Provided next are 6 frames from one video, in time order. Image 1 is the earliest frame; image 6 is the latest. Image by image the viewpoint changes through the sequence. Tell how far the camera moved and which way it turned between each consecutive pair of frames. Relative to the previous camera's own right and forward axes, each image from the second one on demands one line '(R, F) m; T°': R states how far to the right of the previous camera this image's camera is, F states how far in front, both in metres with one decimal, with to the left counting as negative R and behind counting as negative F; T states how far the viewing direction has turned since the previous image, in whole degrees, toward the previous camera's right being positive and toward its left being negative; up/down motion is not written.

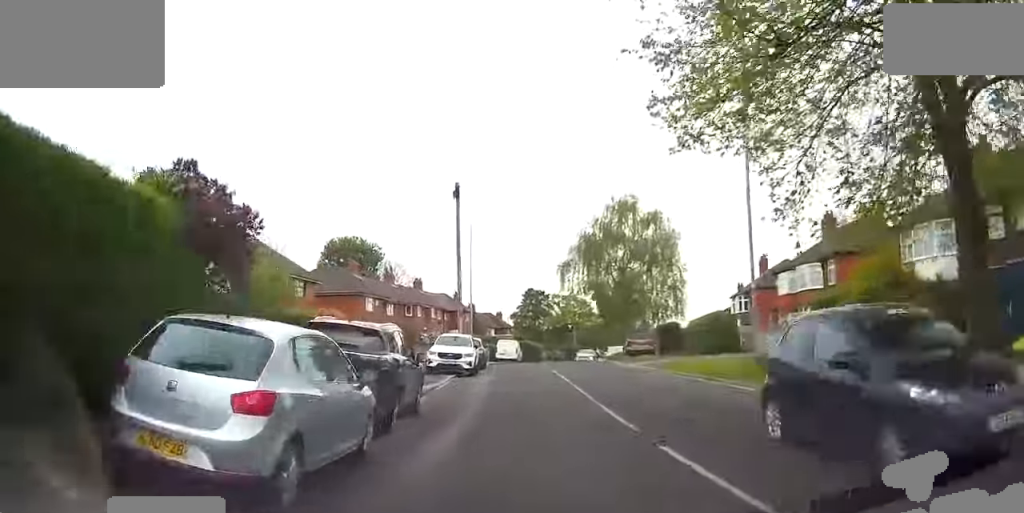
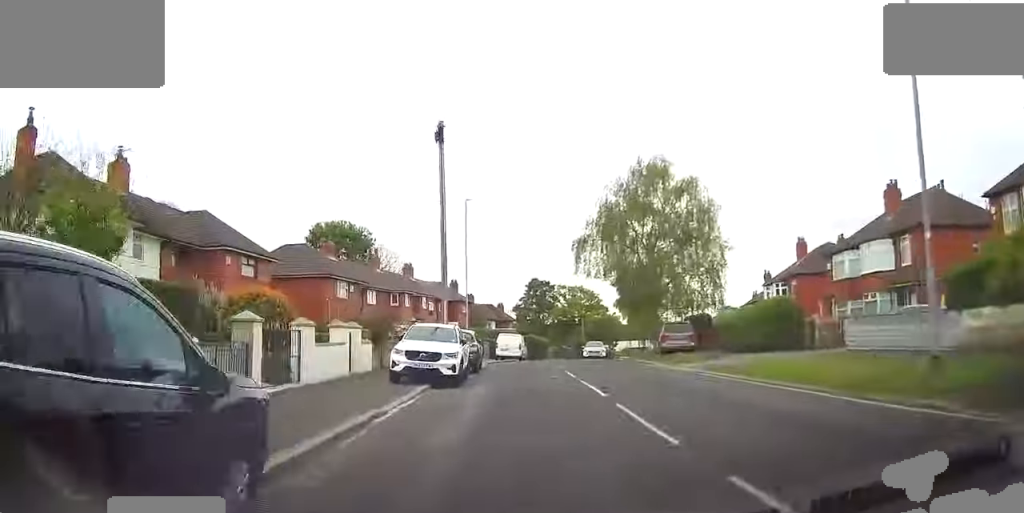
(-0.2, +8.2) m; -2°
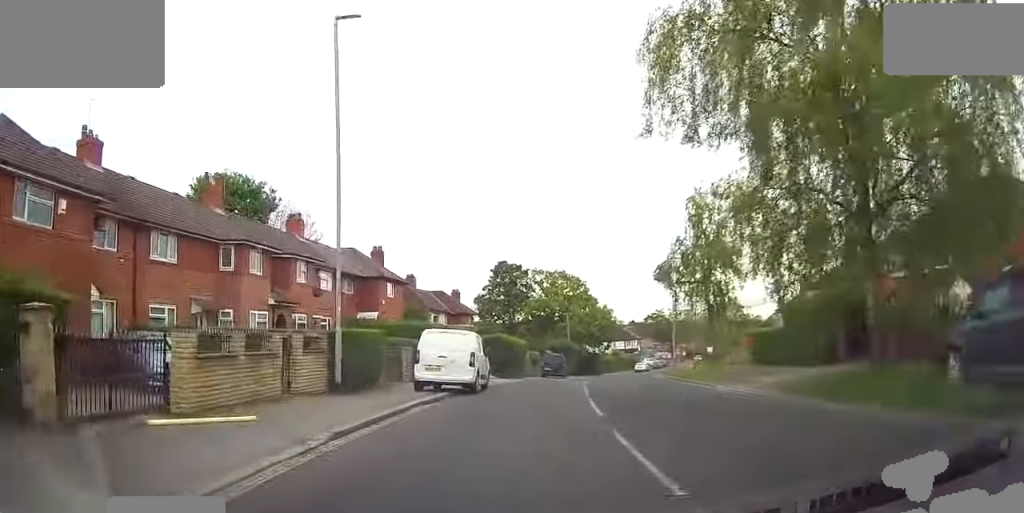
(-0.6, +25.1) m; +4°
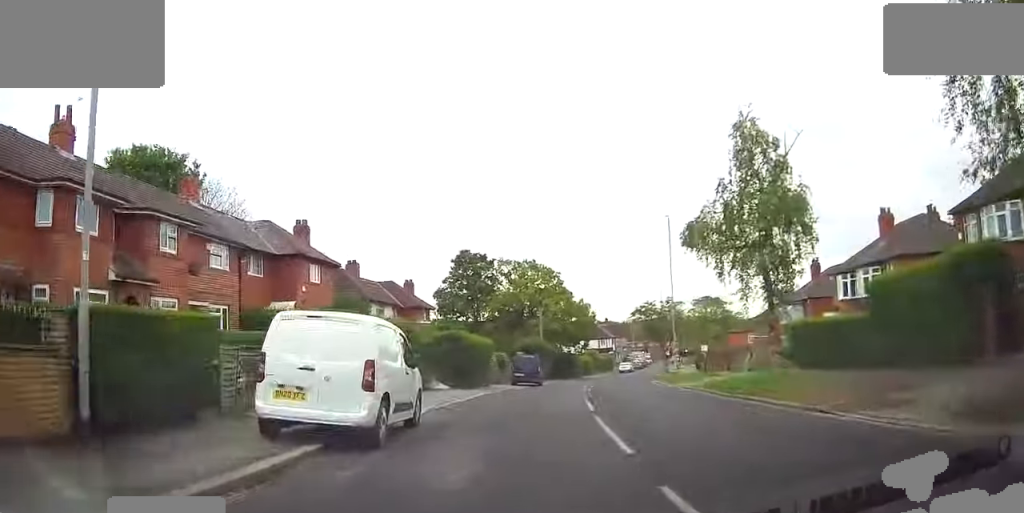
(+0.8, +10.2) m; +6°
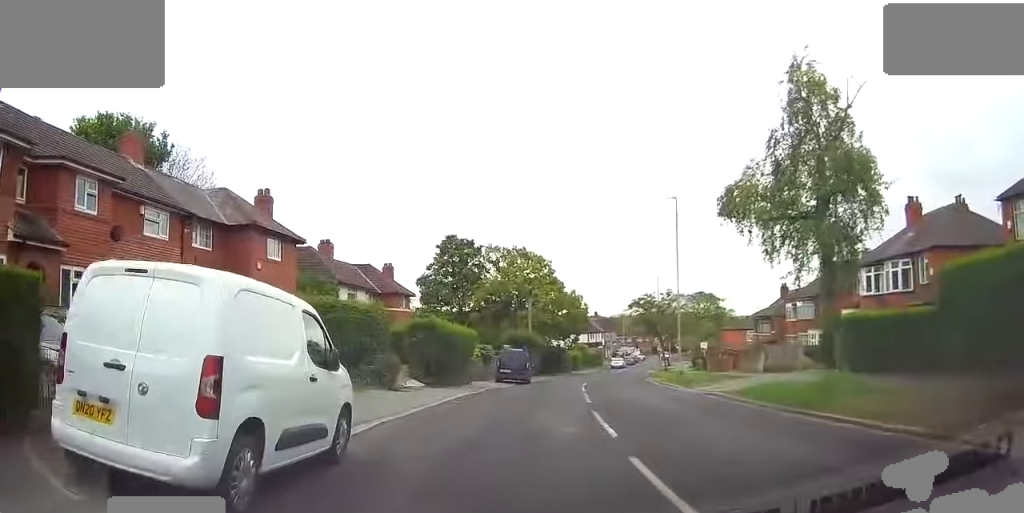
(+0.1, +4.6) m; +1°
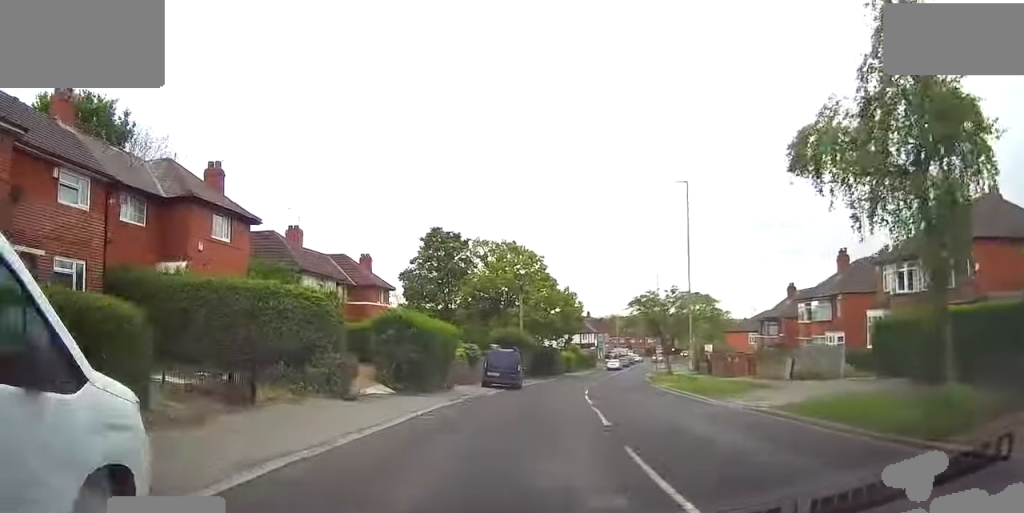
(0.0, +4.8) m; -1°
